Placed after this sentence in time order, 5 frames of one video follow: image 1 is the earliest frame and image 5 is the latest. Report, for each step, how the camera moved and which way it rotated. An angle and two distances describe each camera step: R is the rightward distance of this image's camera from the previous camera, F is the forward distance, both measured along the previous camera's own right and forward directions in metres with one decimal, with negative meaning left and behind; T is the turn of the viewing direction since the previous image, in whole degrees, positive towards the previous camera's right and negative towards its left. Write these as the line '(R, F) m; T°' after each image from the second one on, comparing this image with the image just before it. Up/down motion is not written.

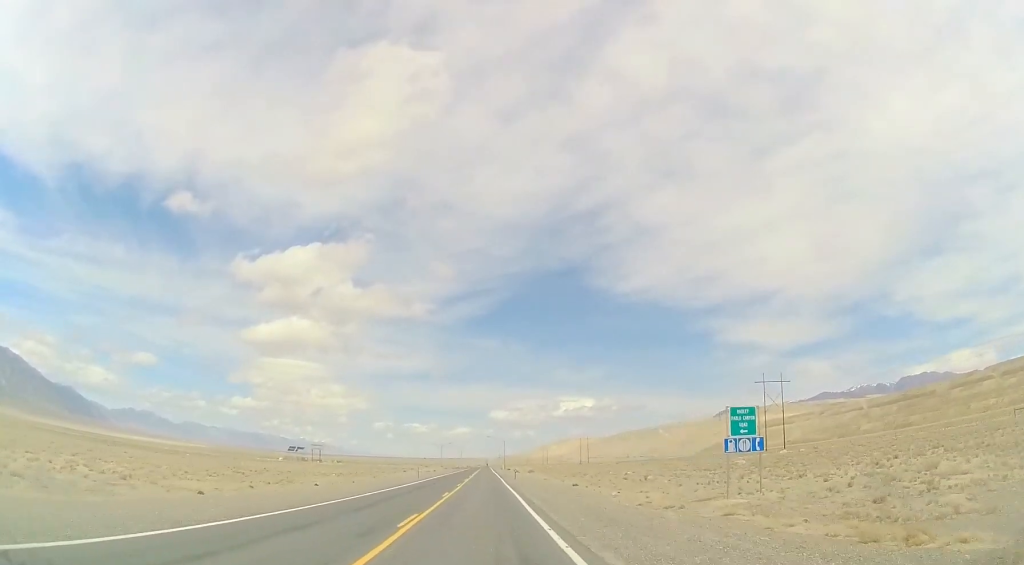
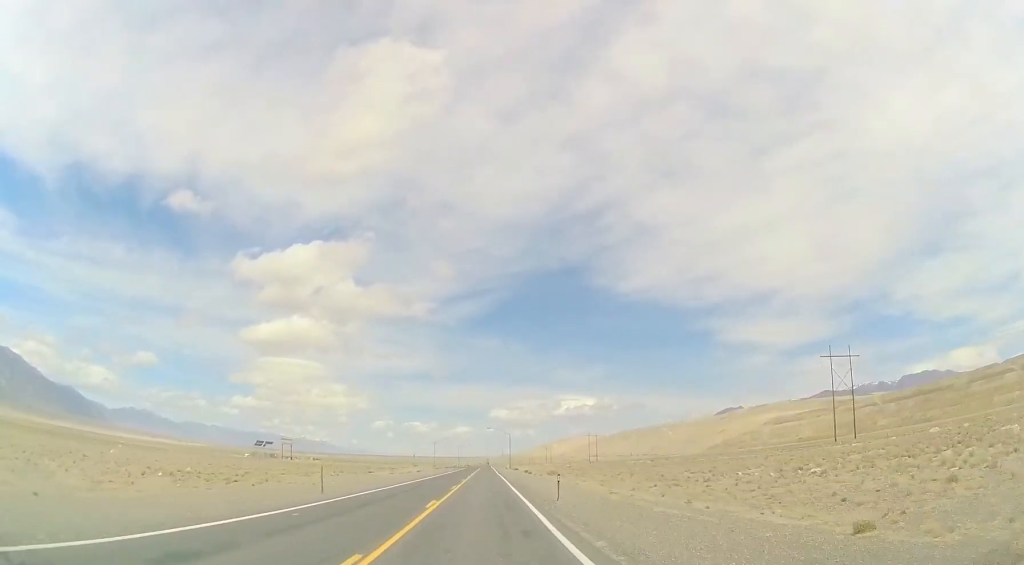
(-0.8, +33.9) m; -2°
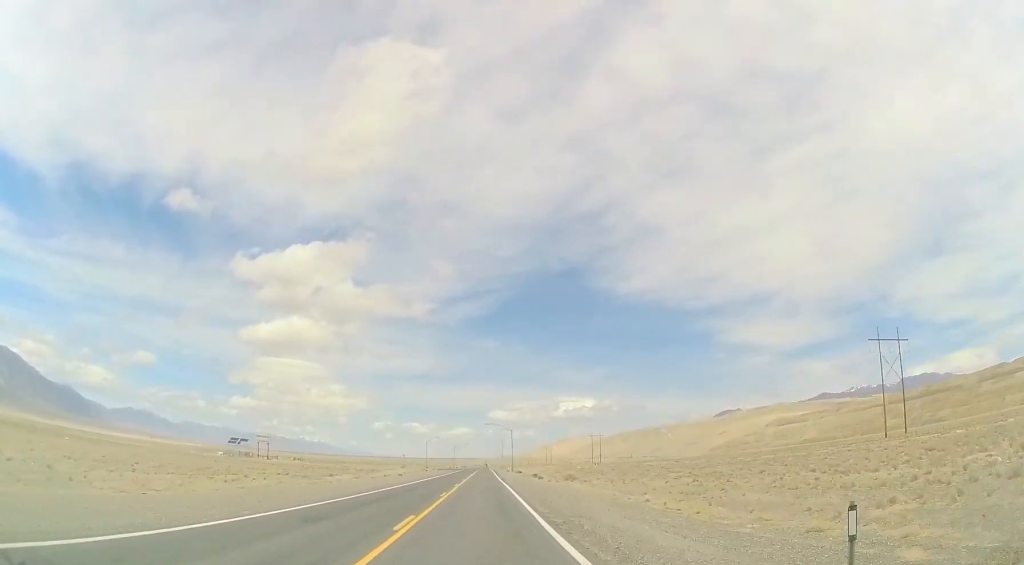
(0.0, +19.4) m; +1°
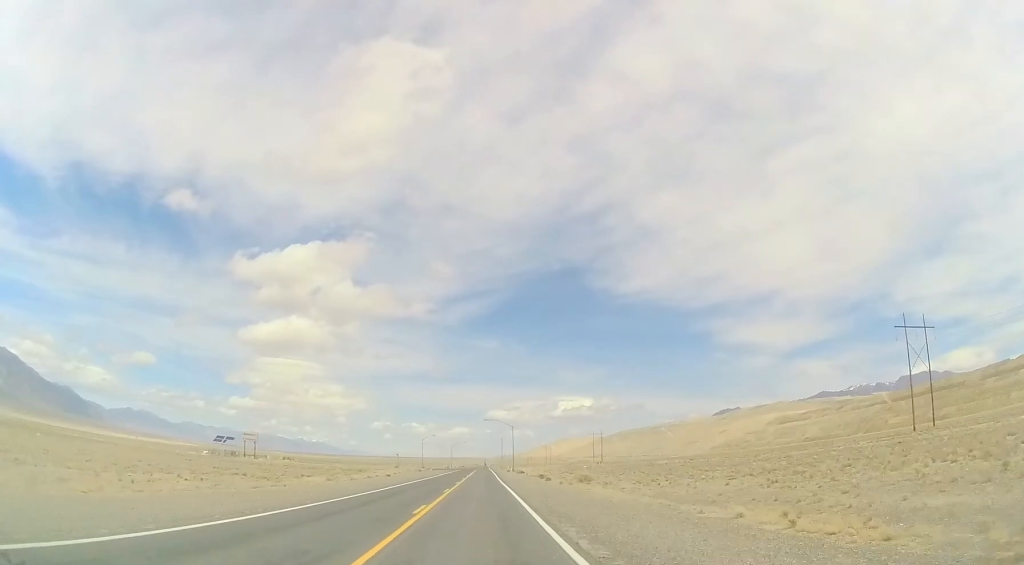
(0.0, +9.3) m; 0°
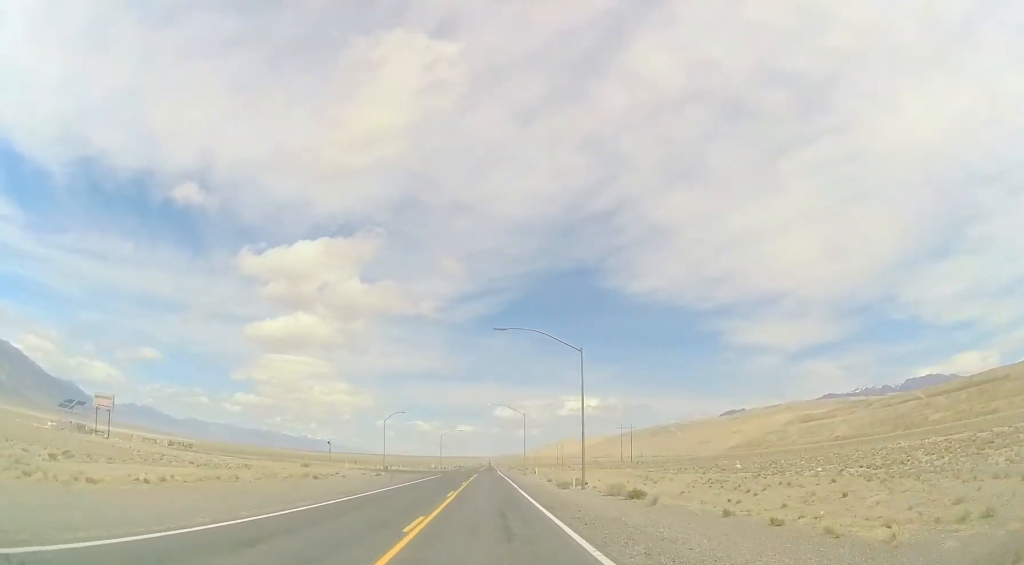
(-0.2, +73.2) m; 0°
